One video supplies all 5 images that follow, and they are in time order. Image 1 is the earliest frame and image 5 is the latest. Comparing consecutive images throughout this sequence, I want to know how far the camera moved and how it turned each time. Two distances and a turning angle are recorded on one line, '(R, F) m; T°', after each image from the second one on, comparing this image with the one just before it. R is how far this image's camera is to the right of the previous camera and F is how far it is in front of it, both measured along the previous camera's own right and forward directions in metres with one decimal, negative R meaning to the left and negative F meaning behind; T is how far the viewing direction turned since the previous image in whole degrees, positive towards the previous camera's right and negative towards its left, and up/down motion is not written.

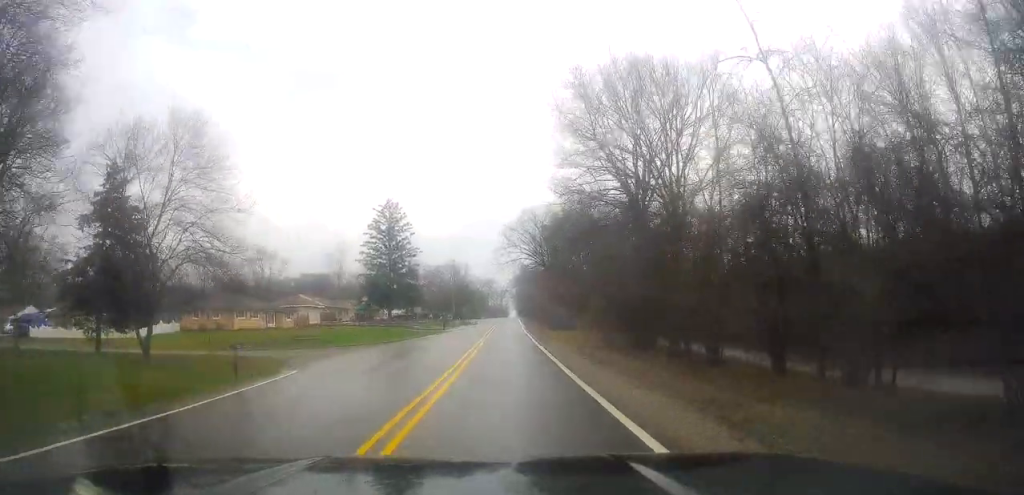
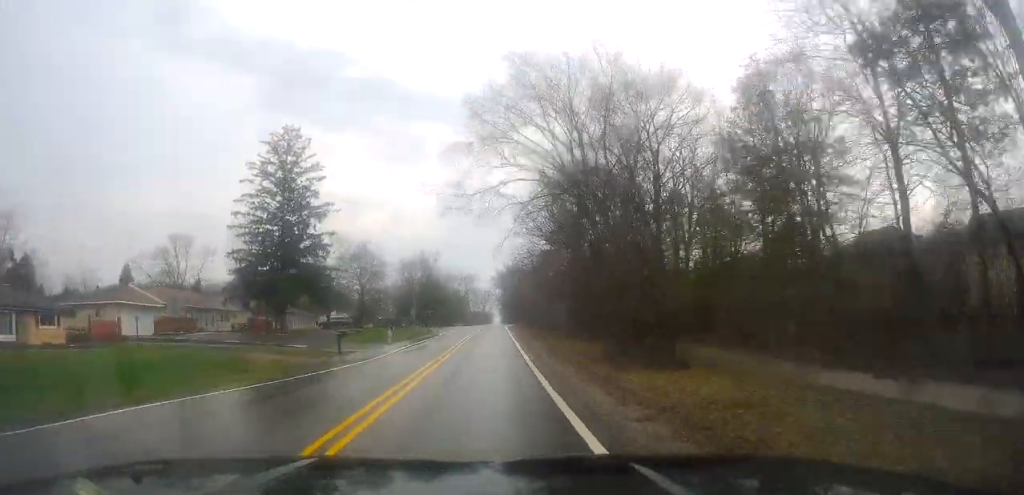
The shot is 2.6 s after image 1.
(+2.9, +42.3) m; +3°
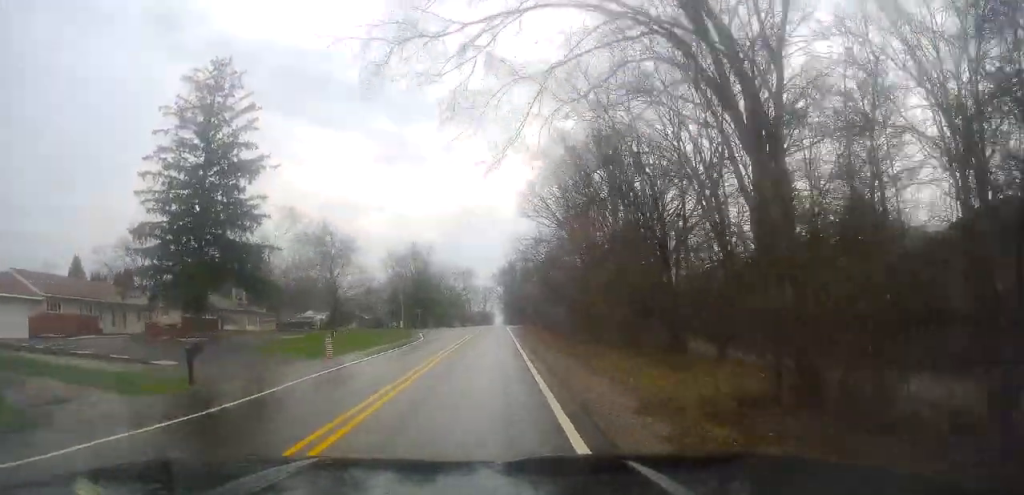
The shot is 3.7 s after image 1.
(-0.3, +16.5) m; -1°
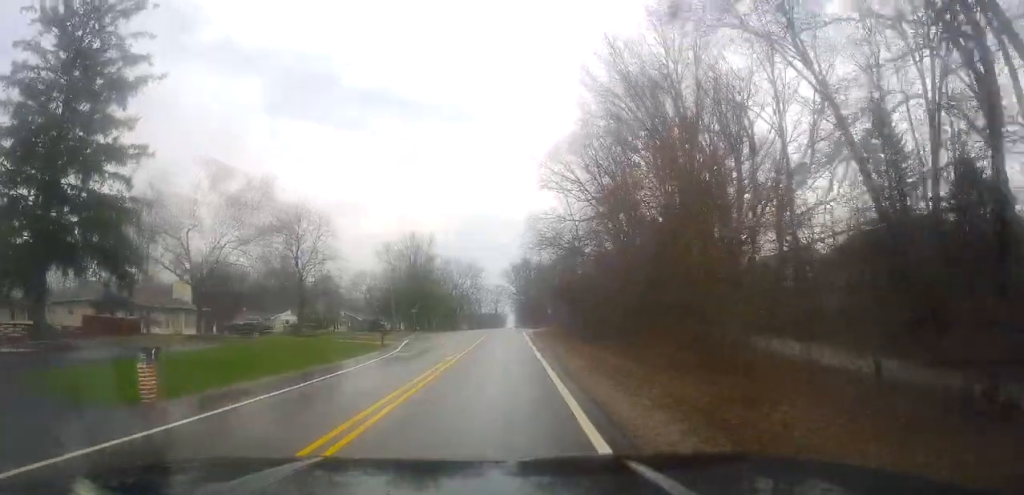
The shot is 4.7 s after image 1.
(0.0, +16.6) m; 0°
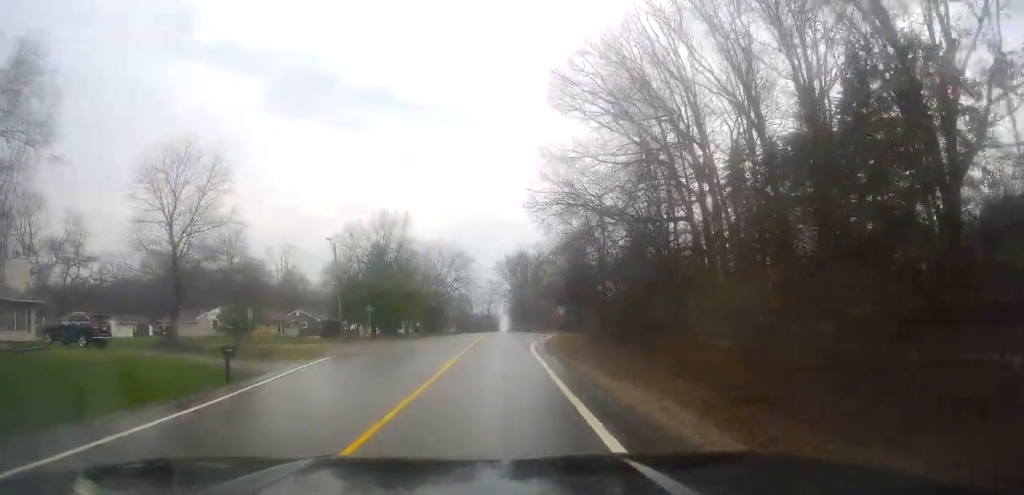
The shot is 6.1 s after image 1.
(-0.3, +23.0) m; 0°
